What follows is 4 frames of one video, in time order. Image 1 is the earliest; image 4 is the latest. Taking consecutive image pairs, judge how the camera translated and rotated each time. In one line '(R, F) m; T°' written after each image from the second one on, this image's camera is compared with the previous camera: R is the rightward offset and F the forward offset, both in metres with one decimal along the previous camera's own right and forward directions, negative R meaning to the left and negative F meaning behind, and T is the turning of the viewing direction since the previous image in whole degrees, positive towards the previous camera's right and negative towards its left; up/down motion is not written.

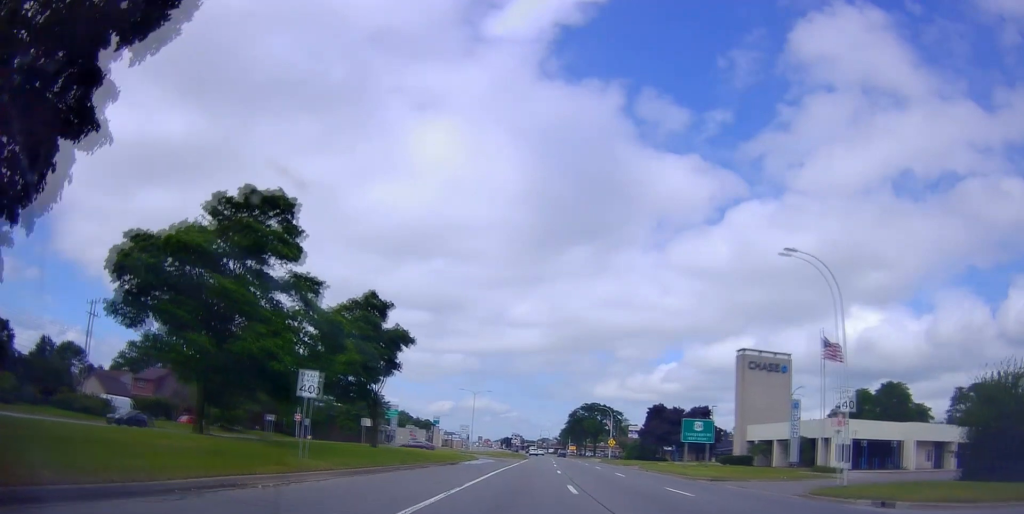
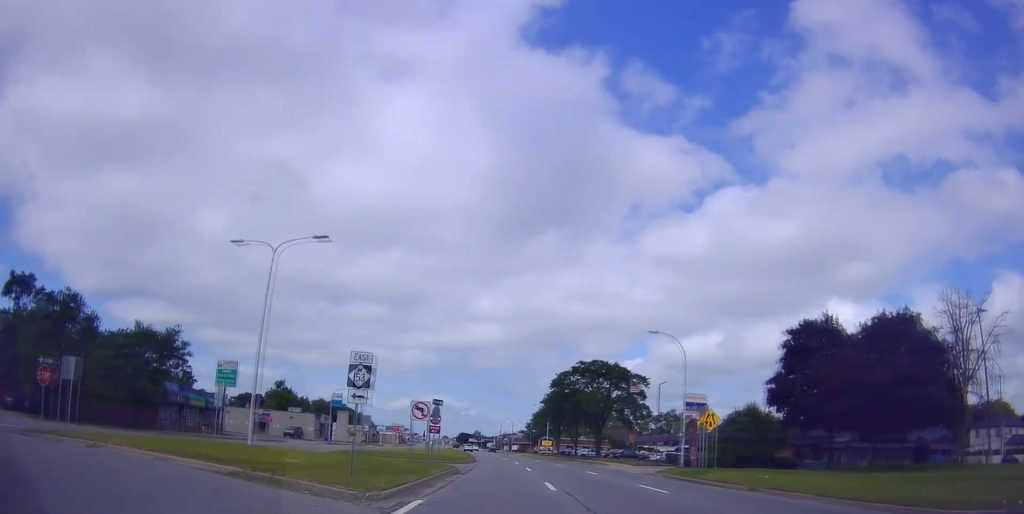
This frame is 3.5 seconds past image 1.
(+1.9, +64.5) m; +4°
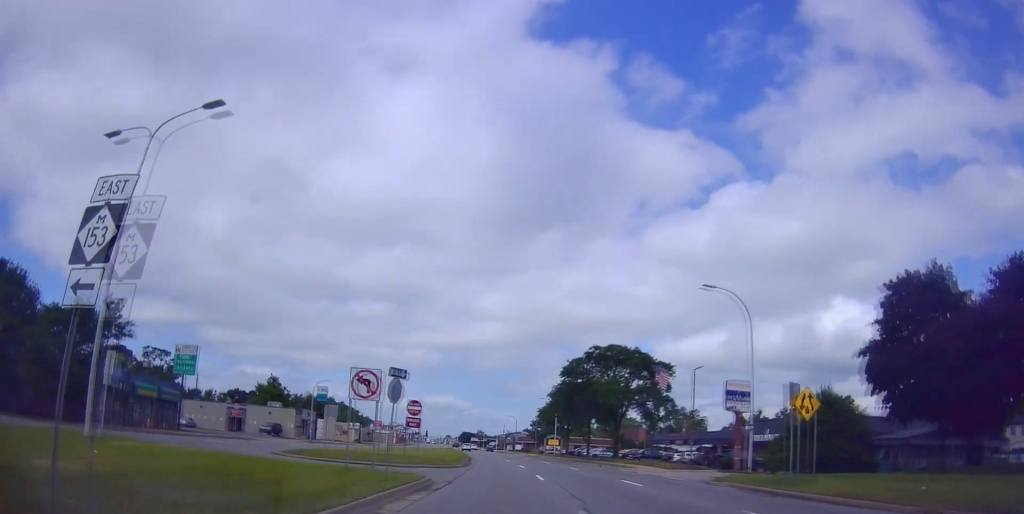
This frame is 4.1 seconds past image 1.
(0.0, +11.1) m; +2°
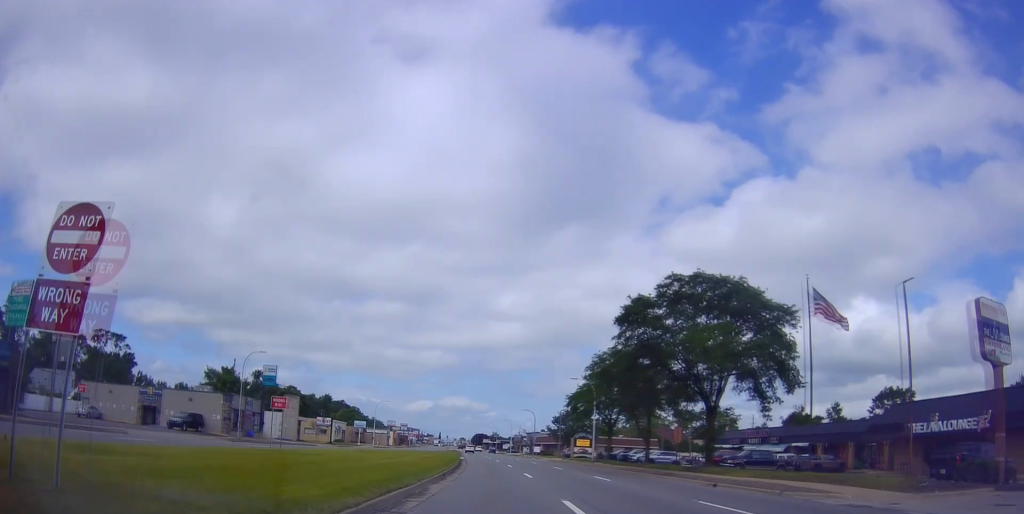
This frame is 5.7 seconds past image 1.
(+0.8, +28.5) m; 0°
